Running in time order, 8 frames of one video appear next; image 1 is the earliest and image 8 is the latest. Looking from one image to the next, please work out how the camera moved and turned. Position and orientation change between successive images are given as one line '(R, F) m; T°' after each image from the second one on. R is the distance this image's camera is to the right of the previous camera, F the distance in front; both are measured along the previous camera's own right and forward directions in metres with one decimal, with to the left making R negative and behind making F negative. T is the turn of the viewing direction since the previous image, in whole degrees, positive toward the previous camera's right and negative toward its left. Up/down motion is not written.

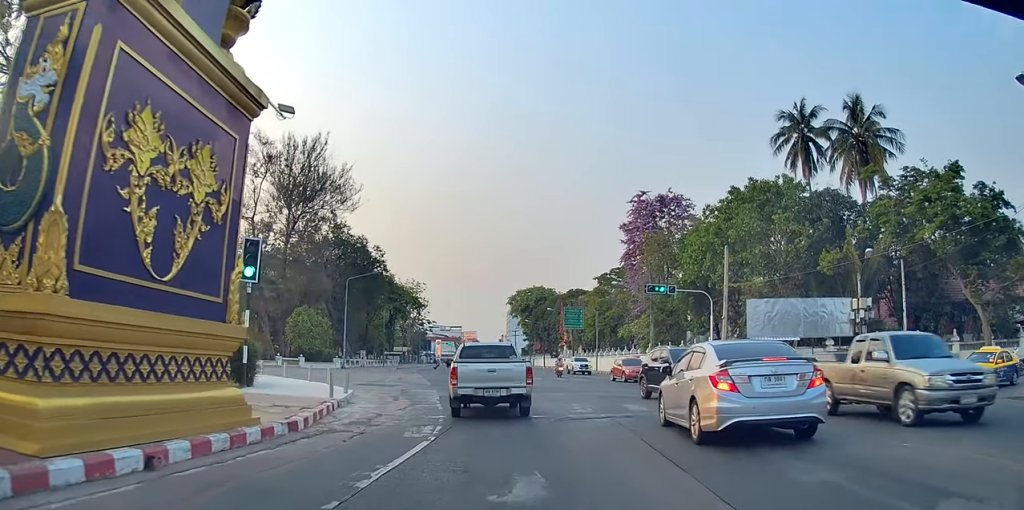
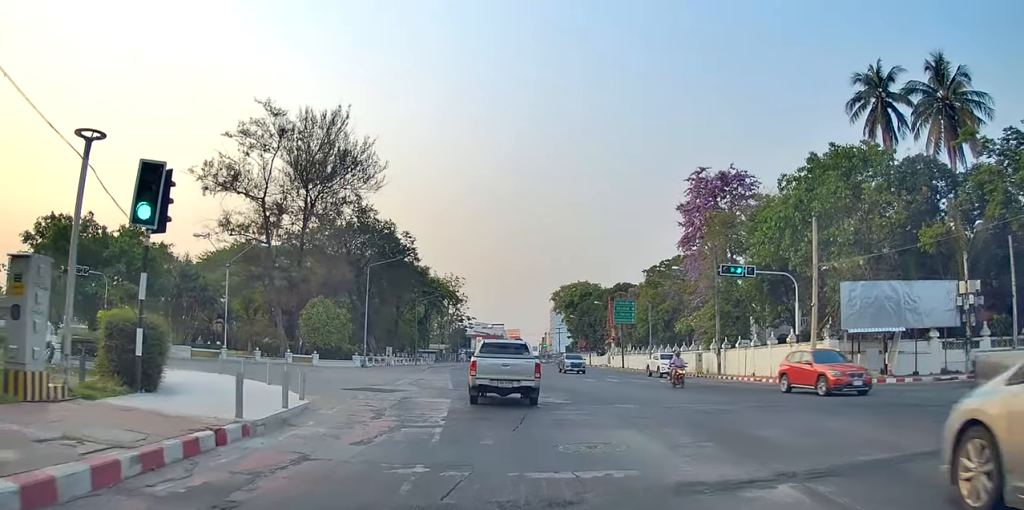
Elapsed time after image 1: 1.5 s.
(-0.9, +5.1) m; -15°
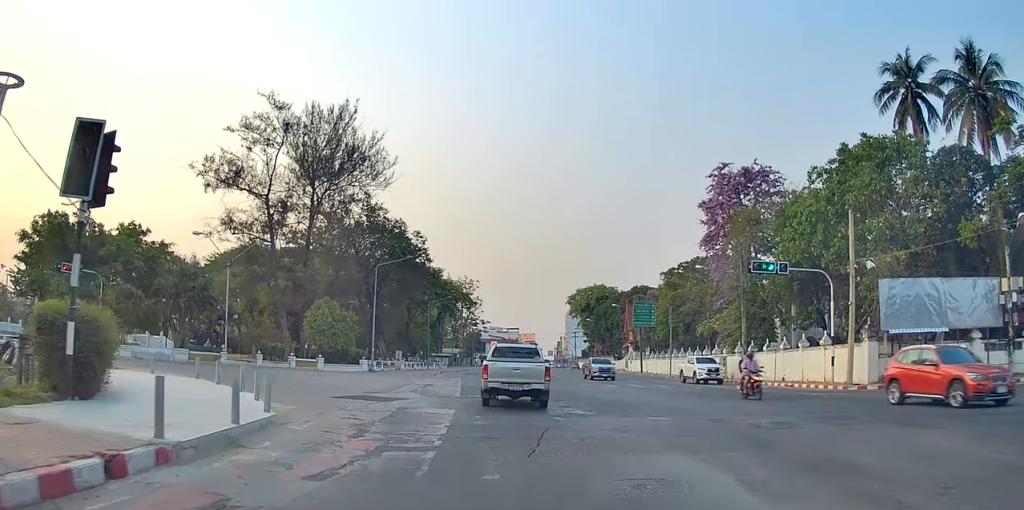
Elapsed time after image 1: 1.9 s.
(0.0, +1.9) m; +2°
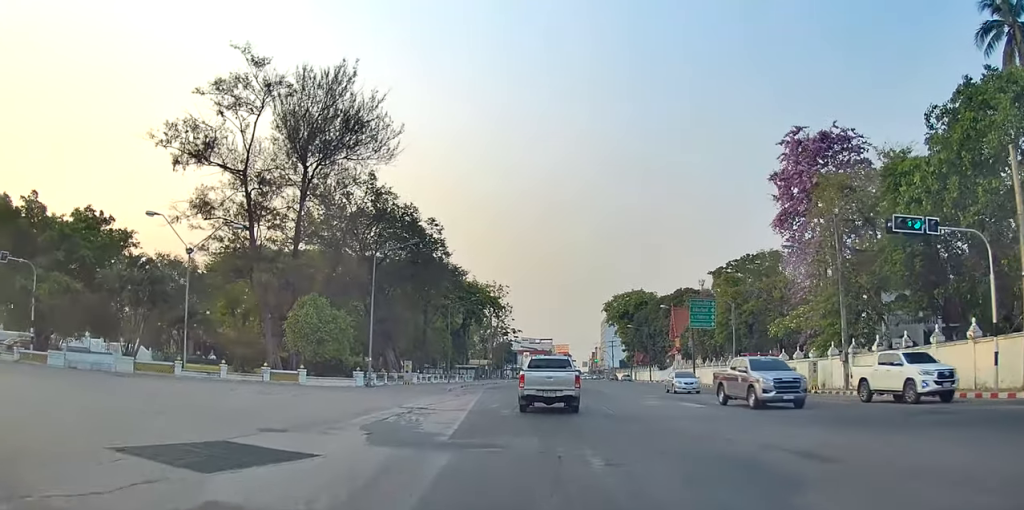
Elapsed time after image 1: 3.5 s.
(+1.2, +7.6) m; +3°
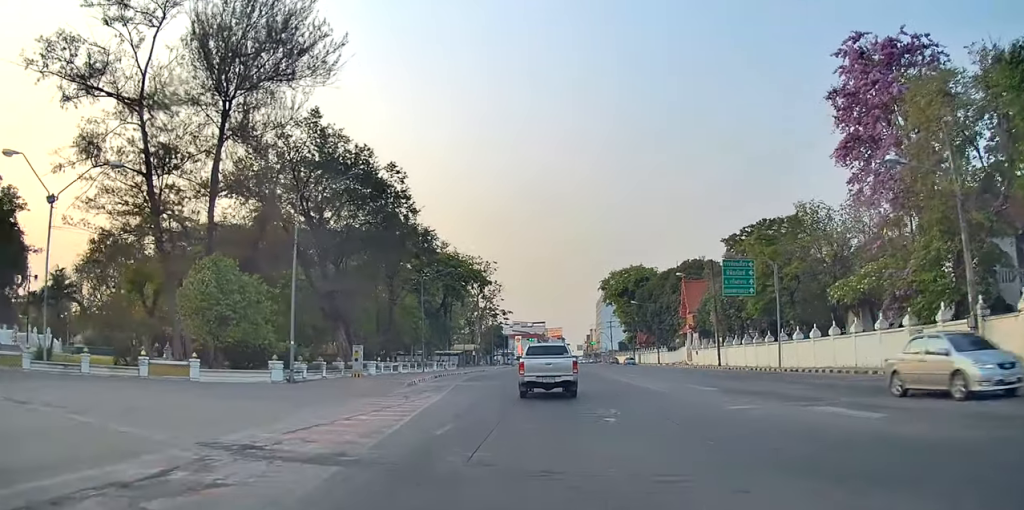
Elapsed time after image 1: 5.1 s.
(-1.0, +9.9) m; -1°
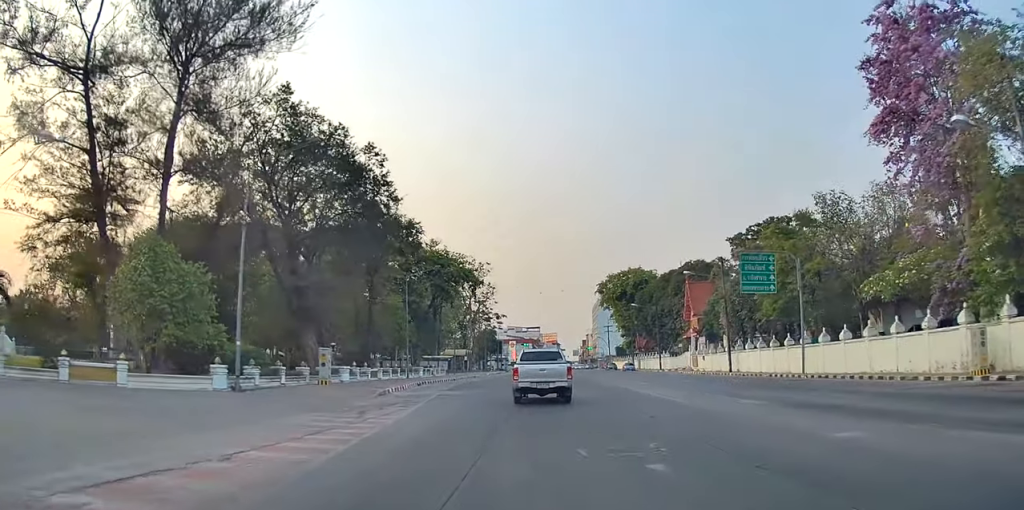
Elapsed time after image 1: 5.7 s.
(+0.3, +4.2) m; +4°
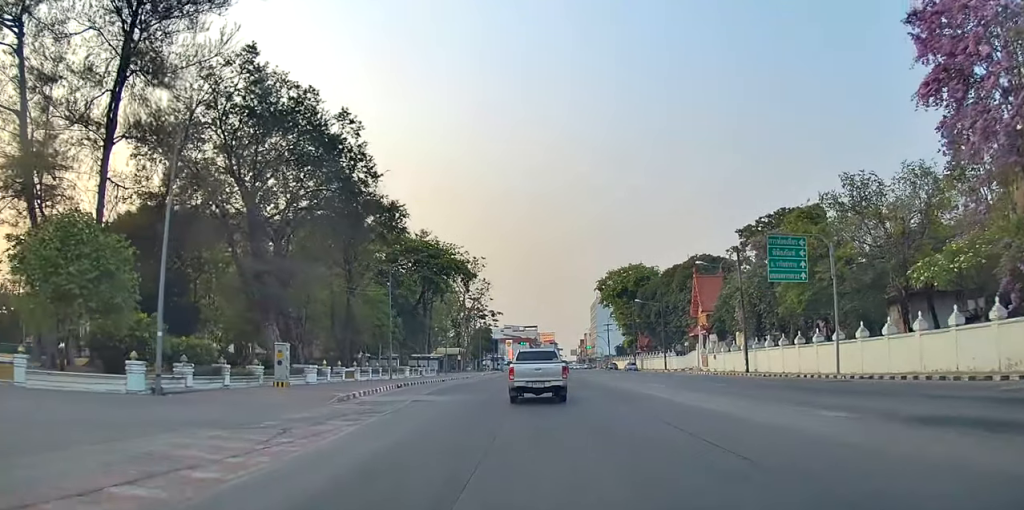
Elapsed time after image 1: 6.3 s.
(0.0, +4.5) m; -4°
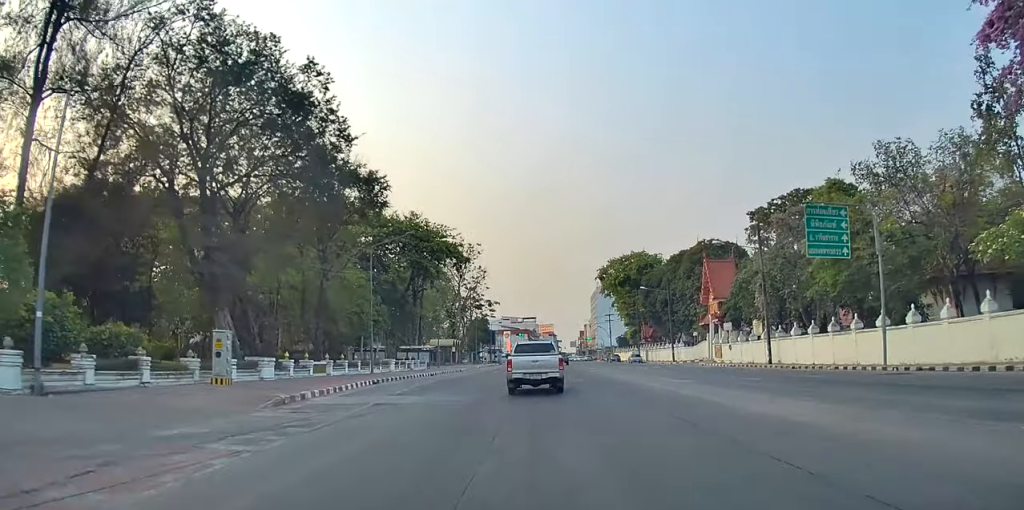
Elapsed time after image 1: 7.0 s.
(-0.1, +4.9) m; -2°
